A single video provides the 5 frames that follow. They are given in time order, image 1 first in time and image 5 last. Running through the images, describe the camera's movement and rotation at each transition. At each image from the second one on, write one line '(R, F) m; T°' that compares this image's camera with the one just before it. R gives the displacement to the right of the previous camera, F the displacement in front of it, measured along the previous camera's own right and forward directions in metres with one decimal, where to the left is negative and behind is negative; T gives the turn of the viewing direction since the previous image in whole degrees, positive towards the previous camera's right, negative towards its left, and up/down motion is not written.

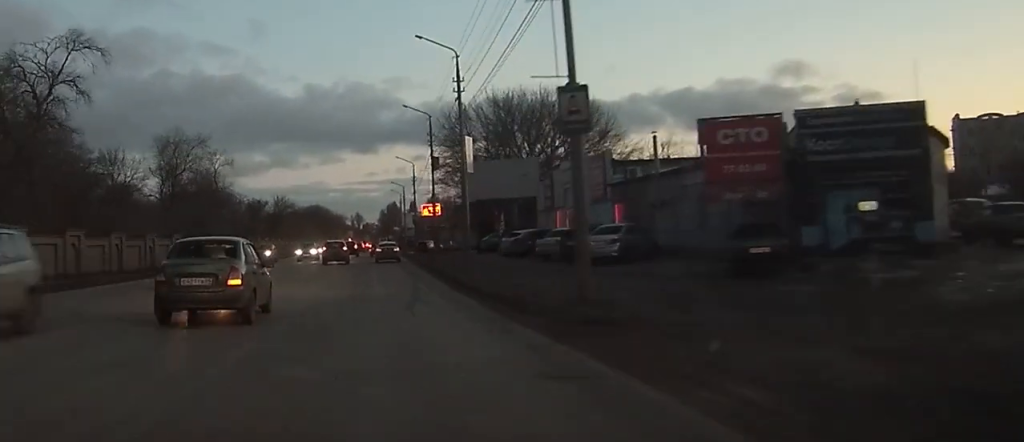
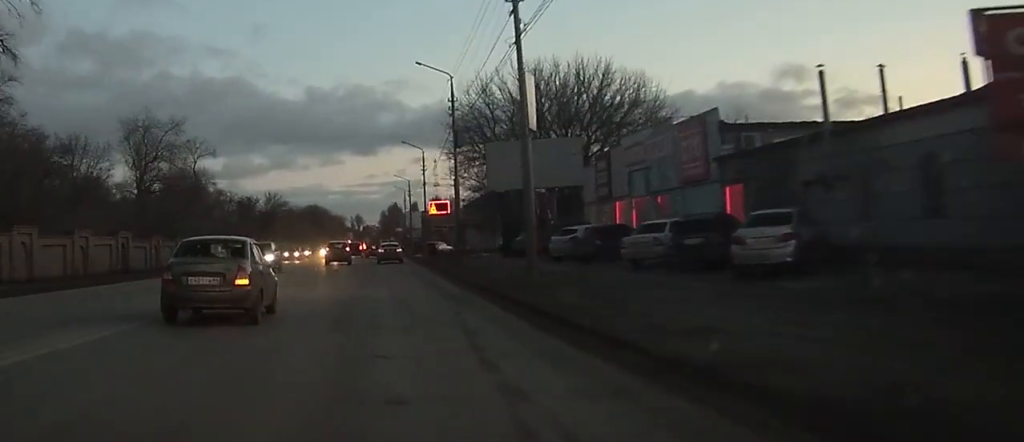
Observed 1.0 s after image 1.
(0.0, +14.1) m; 0°
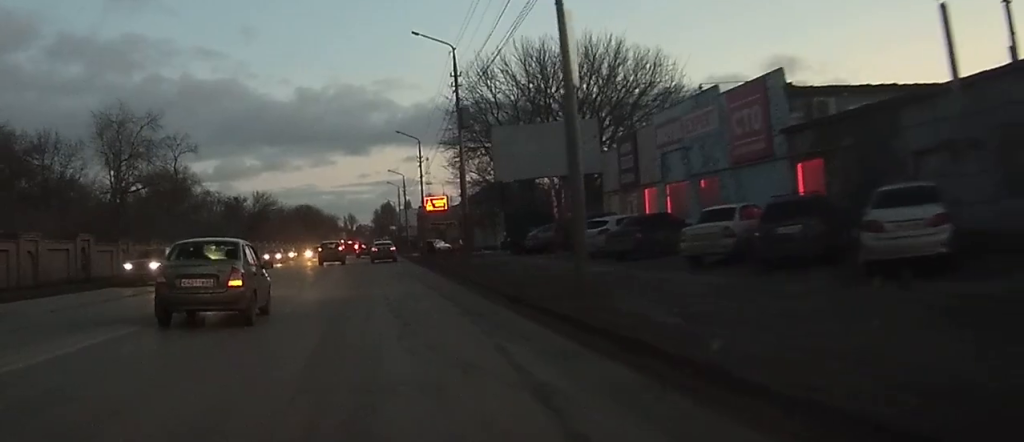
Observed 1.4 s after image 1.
(0.0, +6.0) m; 0°
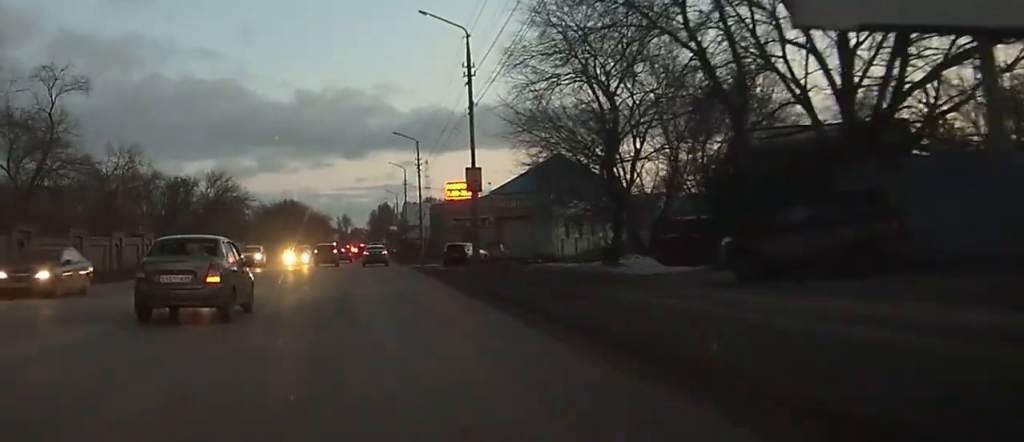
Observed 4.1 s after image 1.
(+0.2, +35.9) m; 0°
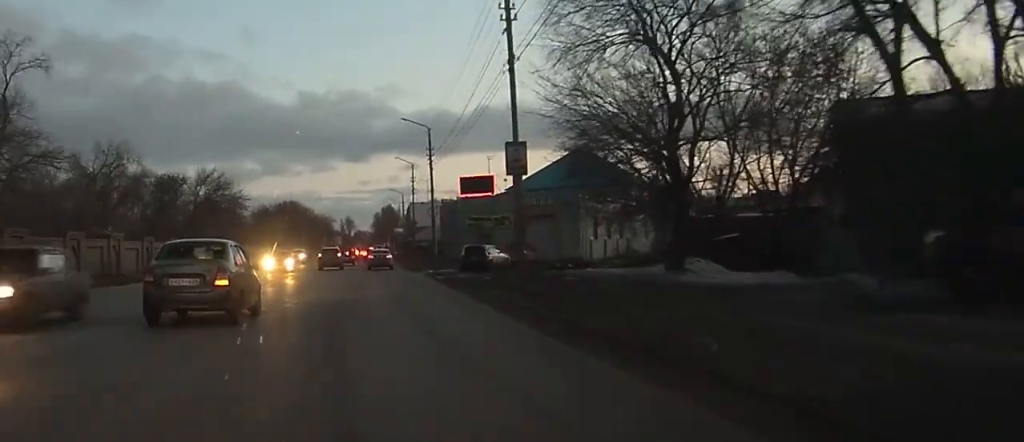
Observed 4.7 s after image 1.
(0.0, +8.3) m; 0°
